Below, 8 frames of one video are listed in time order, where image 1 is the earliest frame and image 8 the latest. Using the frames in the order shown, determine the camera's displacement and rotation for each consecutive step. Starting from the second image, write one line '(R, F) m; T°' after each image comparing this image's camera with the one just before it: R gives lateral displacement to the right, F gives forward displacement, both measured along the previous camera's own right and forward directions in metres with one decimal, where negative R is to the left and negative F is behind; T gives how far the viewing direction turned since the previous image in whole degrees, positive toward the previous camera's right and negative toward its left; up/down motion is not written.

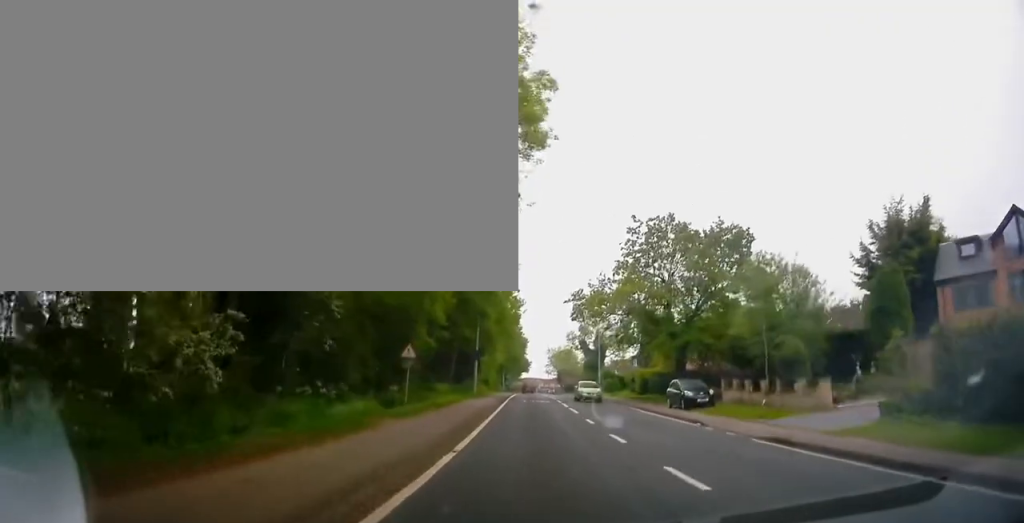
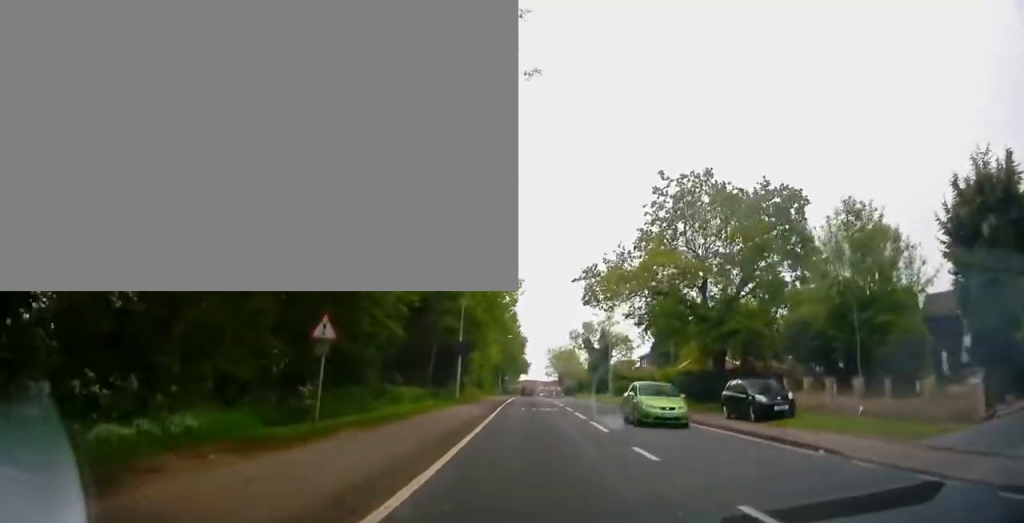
(0.0, +8.6) m; +2°
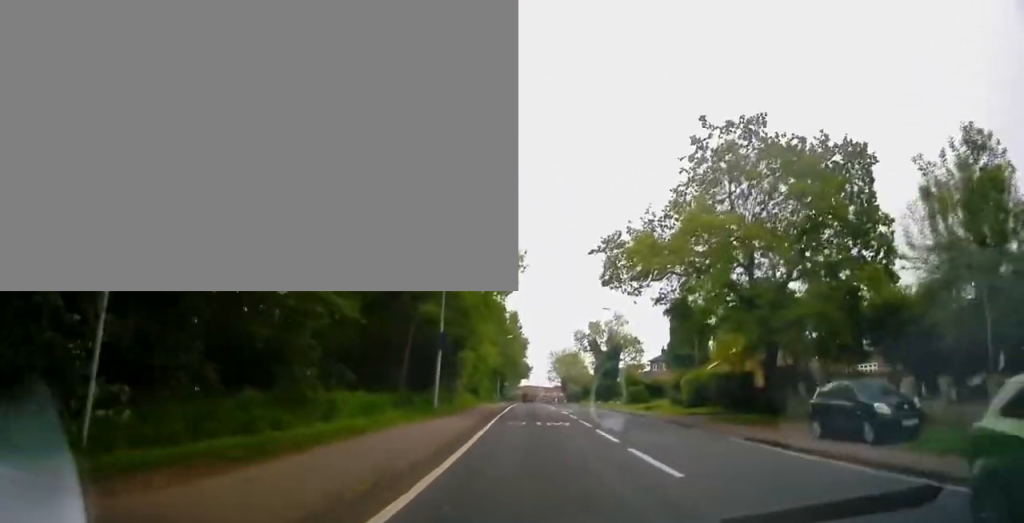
(+0.2, +6.9) m; 0°
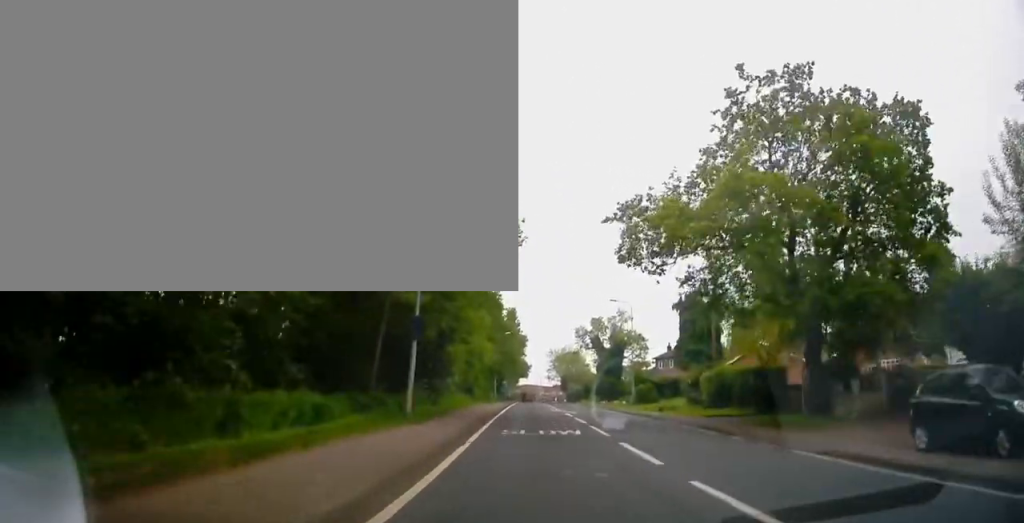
(+0.2, +4.5) m; 0°
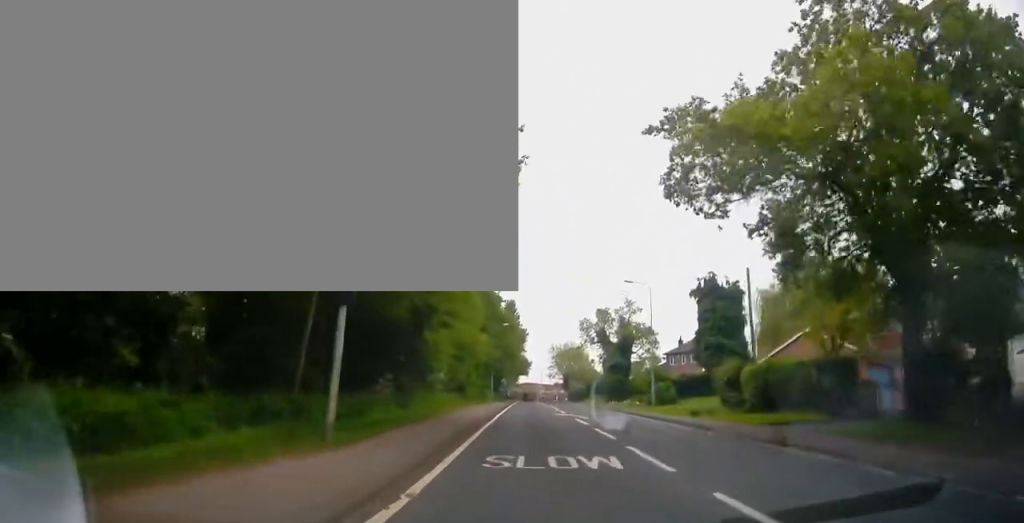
(-0.3, +6.6) m; -1°
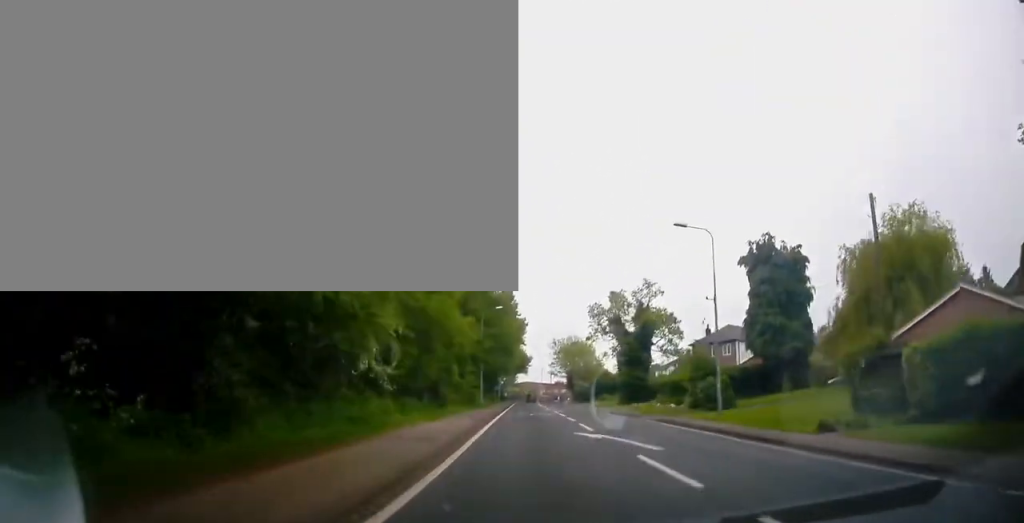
(0.0, +12.9) m; +2°
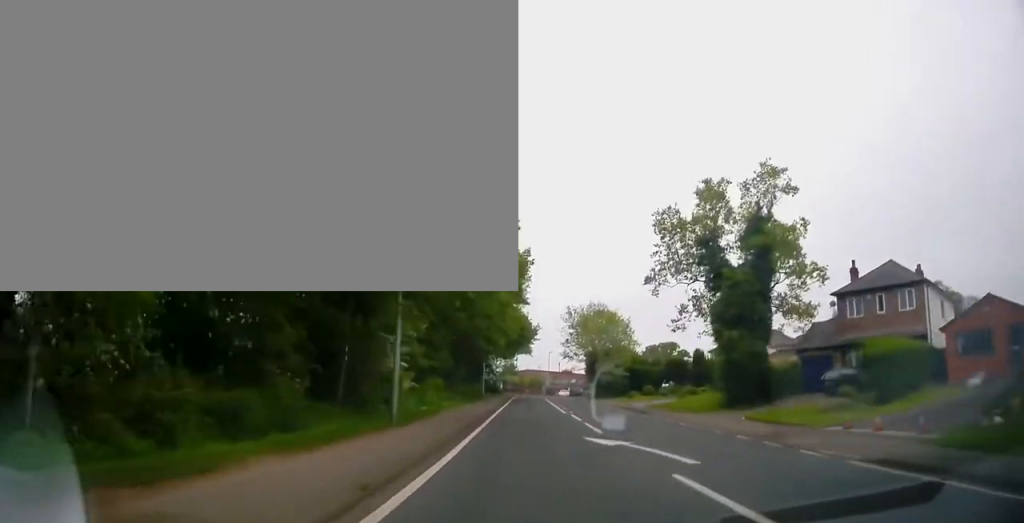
(0.0, +32.2) m; -1°
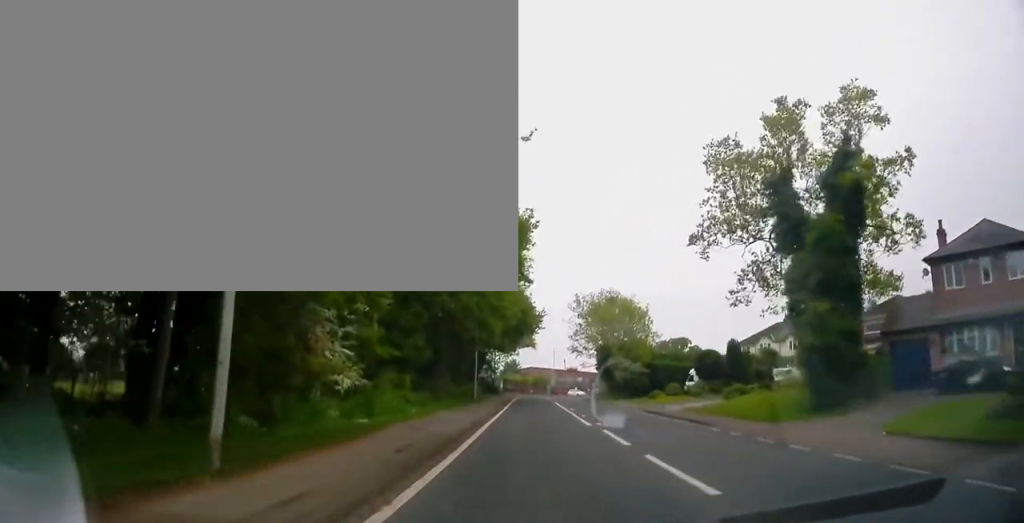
(+0.3, +9.9) m; +1°
